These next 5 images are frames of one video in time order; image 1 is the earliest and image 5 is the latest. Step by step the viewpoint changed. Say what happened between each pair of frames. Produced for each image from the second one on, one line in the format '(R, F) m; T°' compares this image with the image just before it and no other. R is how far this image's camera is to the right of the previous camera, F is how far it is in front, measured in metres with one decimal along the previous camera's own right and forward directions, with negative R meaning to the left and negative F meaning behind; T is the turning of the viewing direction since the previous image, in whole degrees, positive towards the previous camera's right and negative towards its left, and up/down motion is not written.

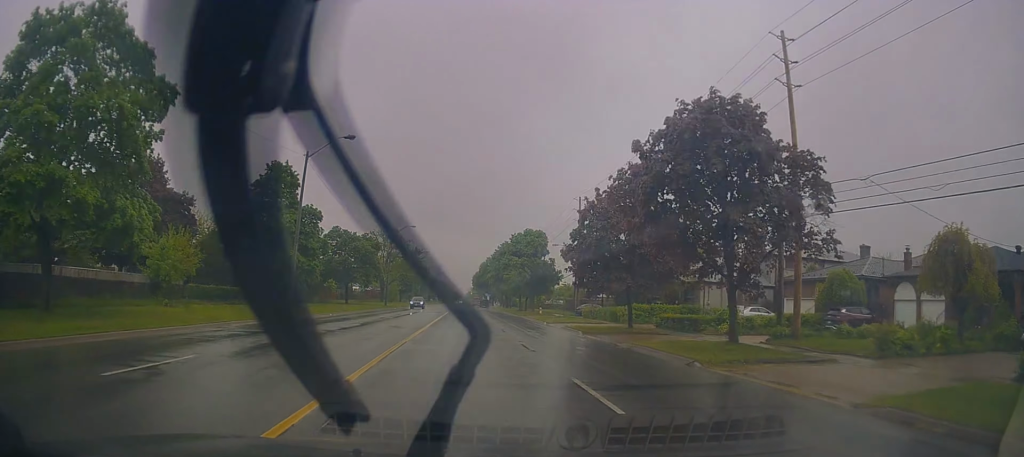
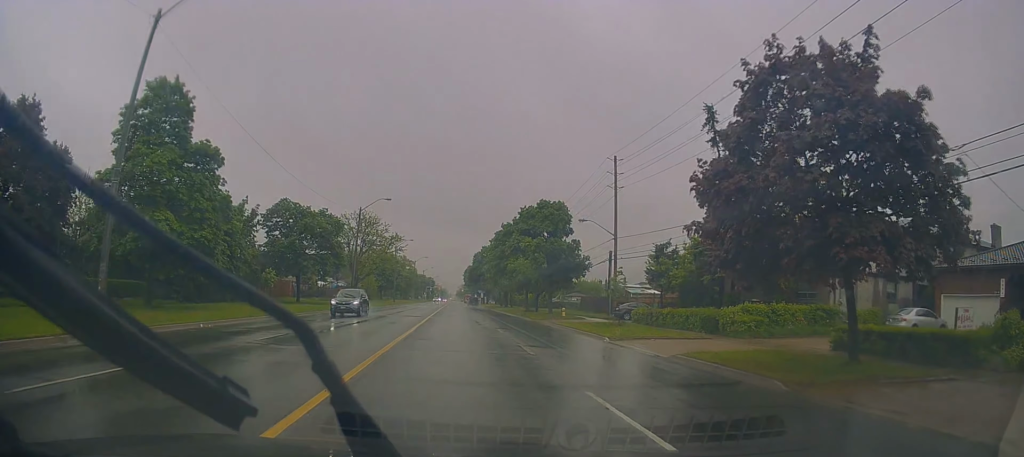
(0.0, +20.0) m; +2°
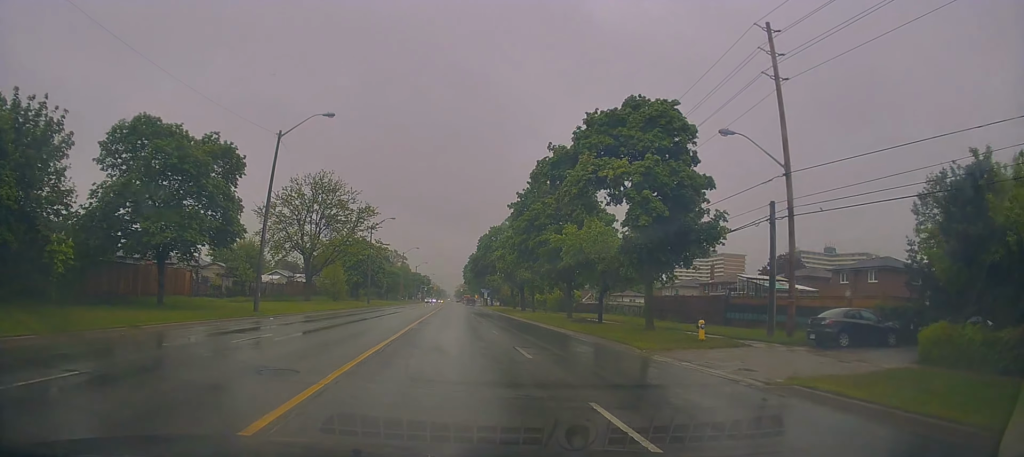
(+0.2, +28.4) m; 0°
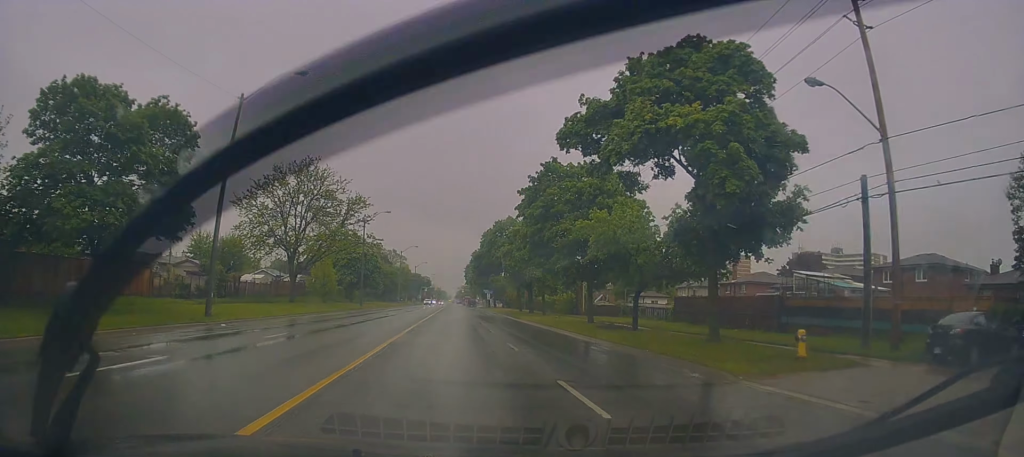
(-0.1, +6.6) m; 0°
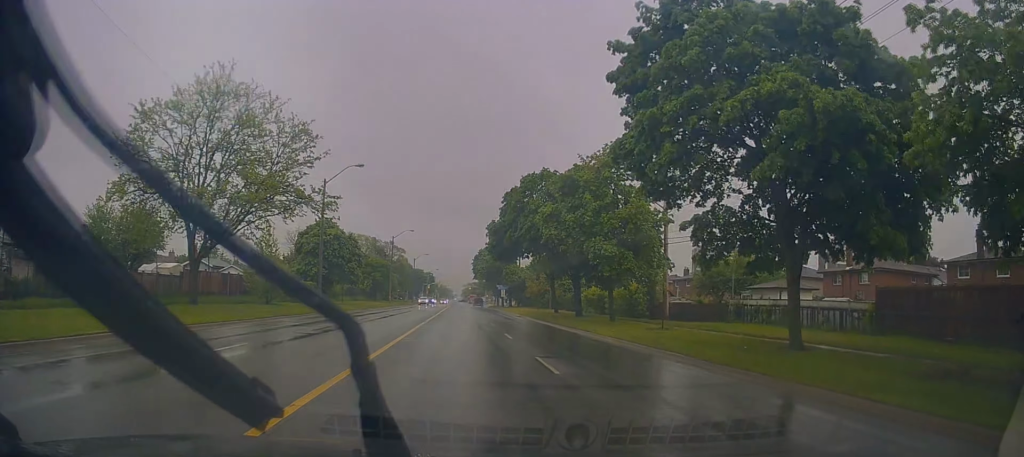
(+0.1, +23.0) m; 0°
